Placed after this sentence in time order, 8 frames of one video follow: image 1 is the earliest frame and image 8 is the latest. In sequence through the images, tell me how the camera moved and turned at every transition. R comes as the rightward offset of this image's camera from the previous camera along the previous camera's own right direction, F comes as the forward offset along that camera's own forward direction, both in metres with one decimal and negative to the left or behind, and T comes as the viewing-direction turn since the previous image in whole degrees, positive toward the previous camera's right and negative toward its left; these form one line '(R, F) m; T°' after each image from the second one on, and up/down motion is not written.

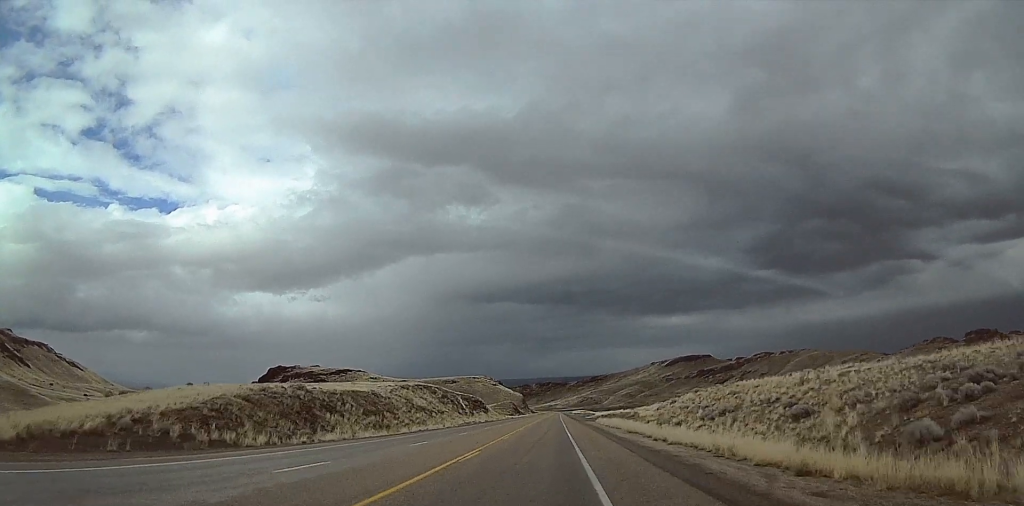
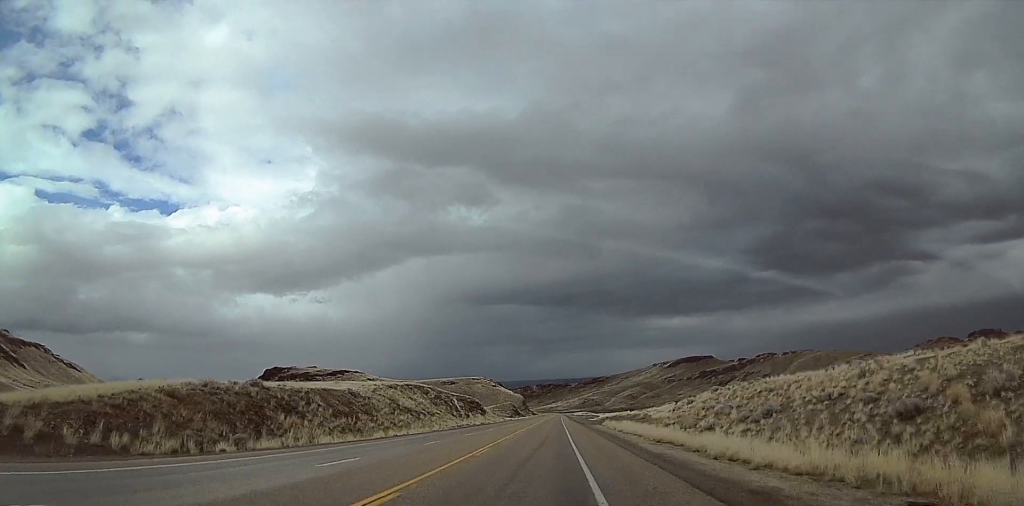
(+0.2, +11.7) m; +1°
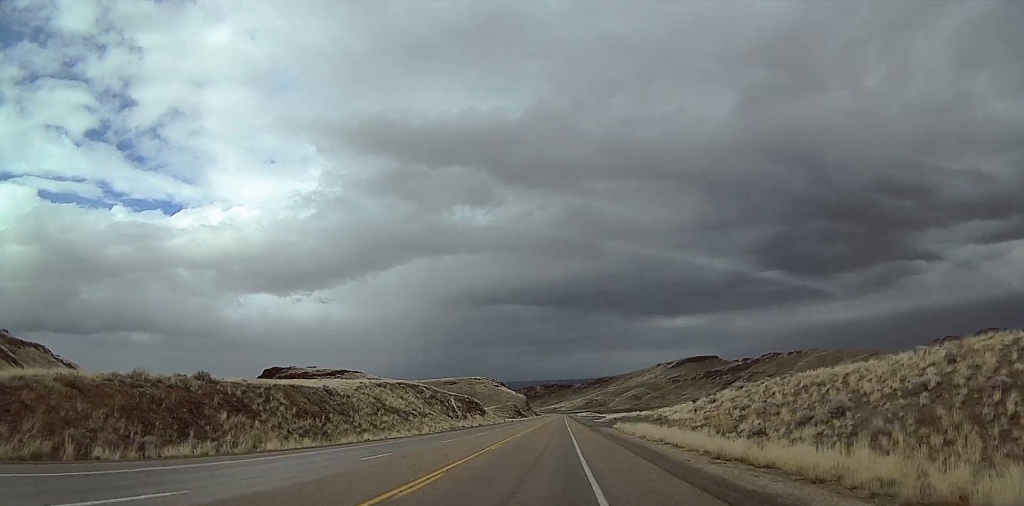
(+0.1, +10.9) m; 0°
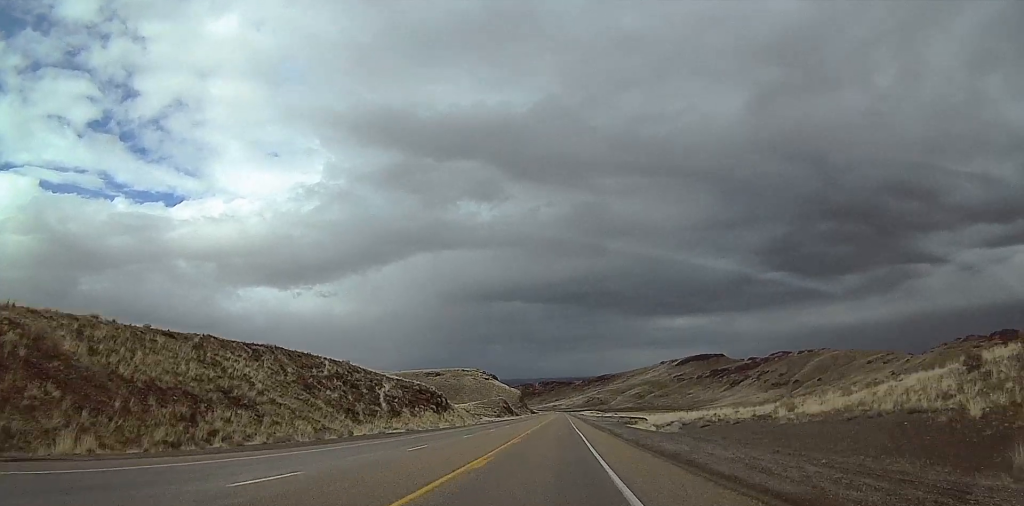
(-1.3, +70.8) m; -2°
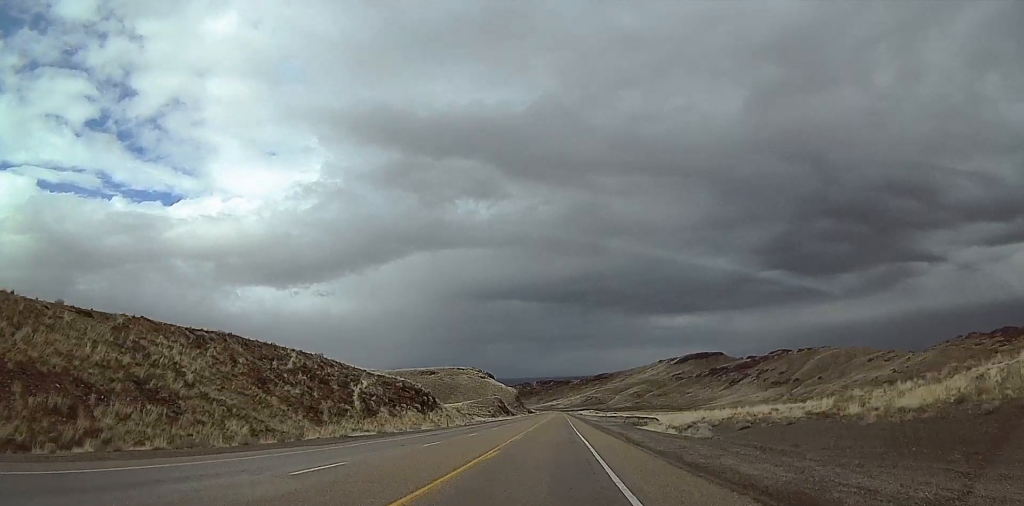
(-0.2, +11.7) m; 0°
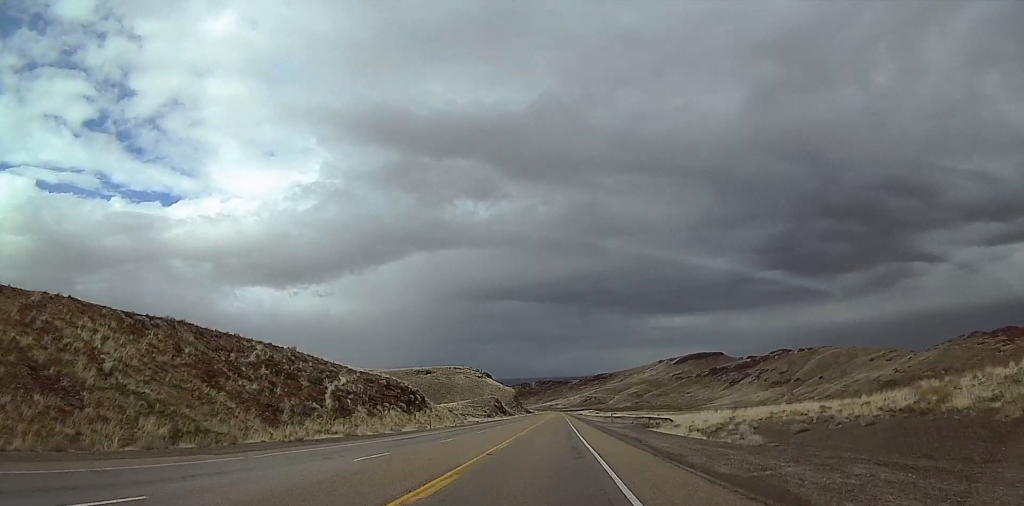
(+0.4, +10.0) m; +1°
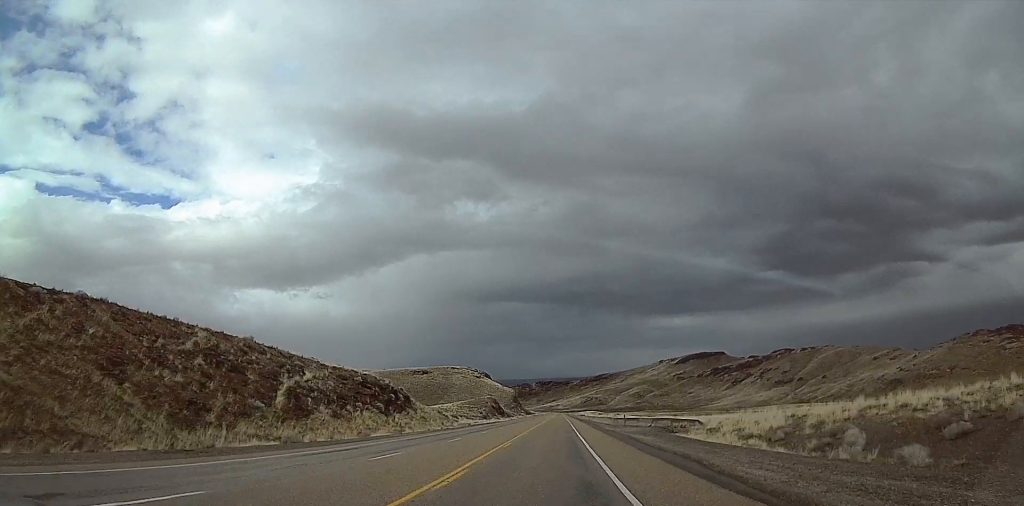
(+0.3, +13.3) m; +1°
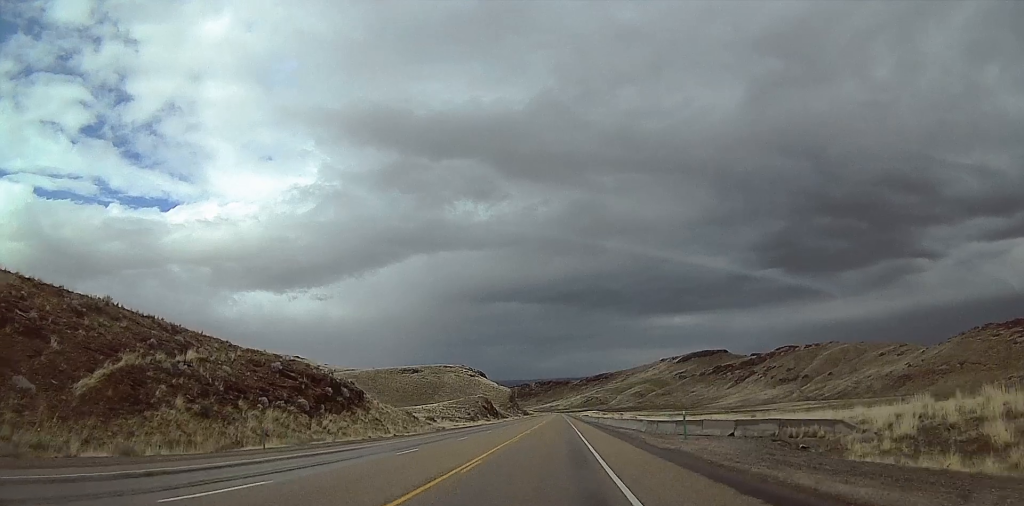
(0.0, +27.4) m; 0°
